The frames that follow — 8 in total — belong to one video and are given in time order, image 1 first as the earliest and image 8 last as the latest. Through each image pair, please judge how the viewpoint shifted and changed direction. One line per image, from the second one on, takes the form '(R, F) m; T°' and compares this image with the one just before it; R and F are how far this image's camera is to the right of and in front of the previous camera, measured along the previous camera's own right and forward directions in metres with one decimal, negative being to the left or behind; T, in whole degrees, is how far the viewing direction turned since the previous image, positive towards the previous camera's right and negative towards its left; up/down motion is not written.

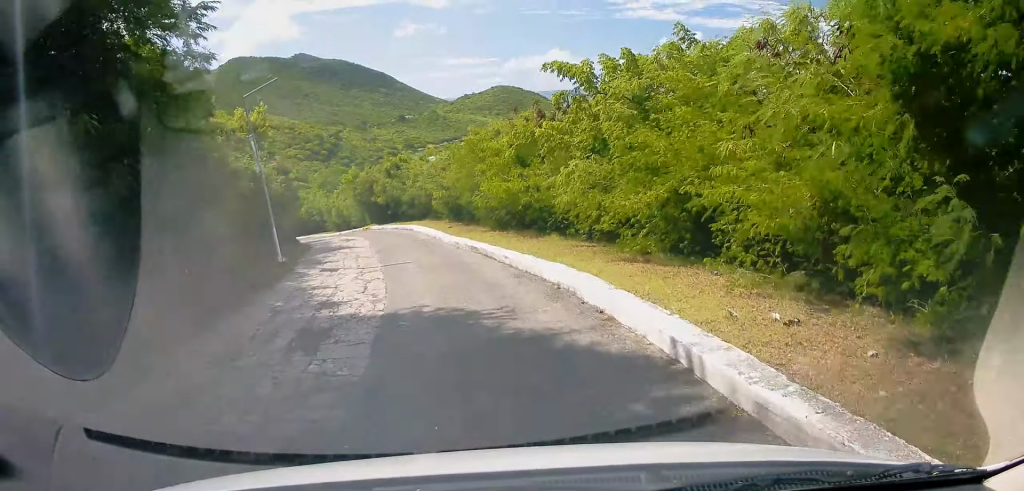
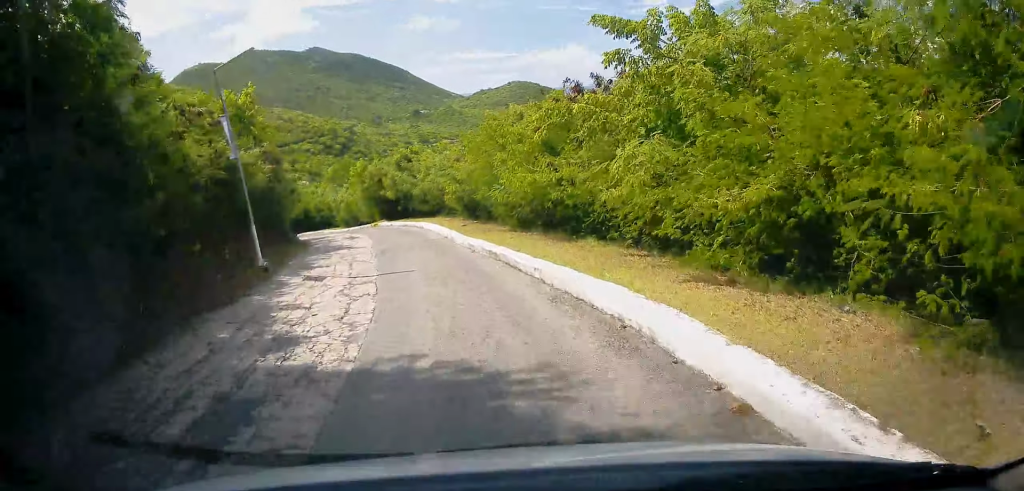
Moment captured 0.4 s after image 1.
(+0.3, +3.0) m; -2°
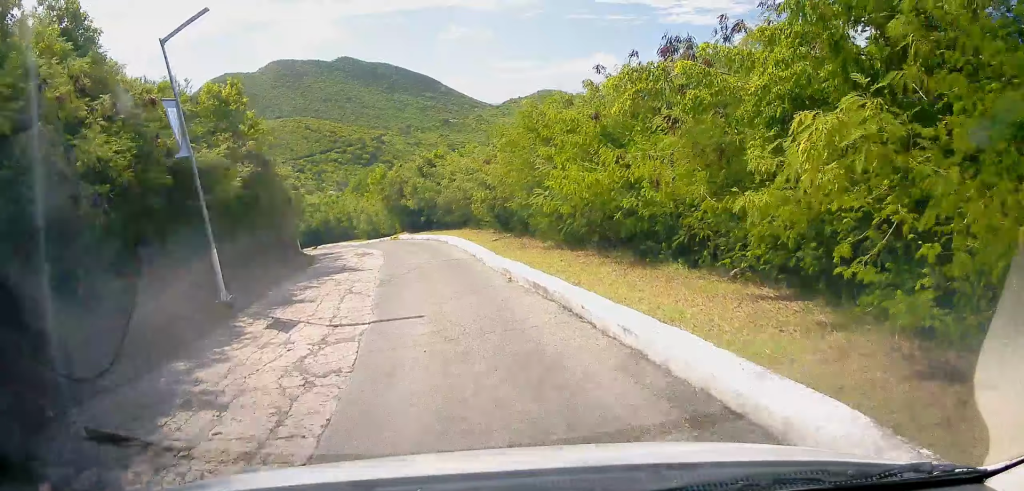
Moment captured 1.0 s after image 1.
(-0.2, +4.0) m; -3°
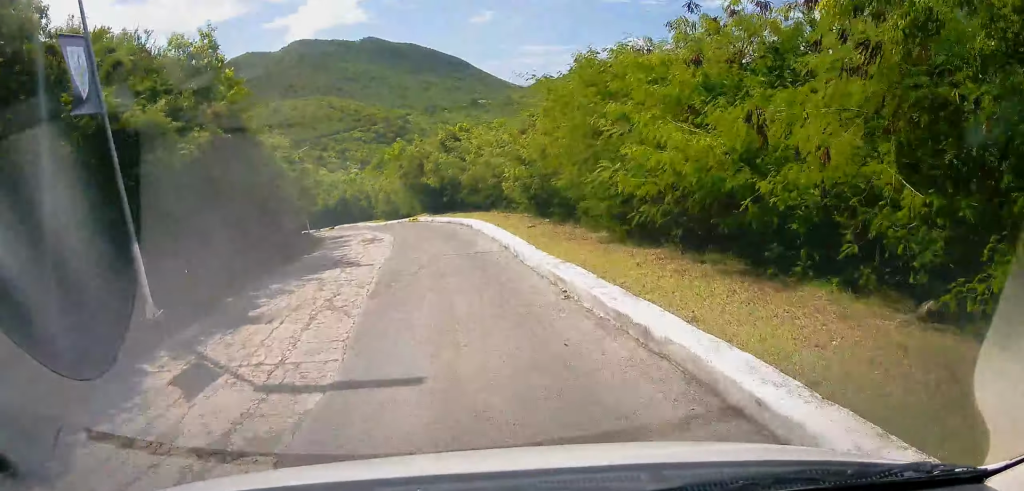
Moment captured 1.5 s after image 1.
(-0.3, +3.7) m; -3°
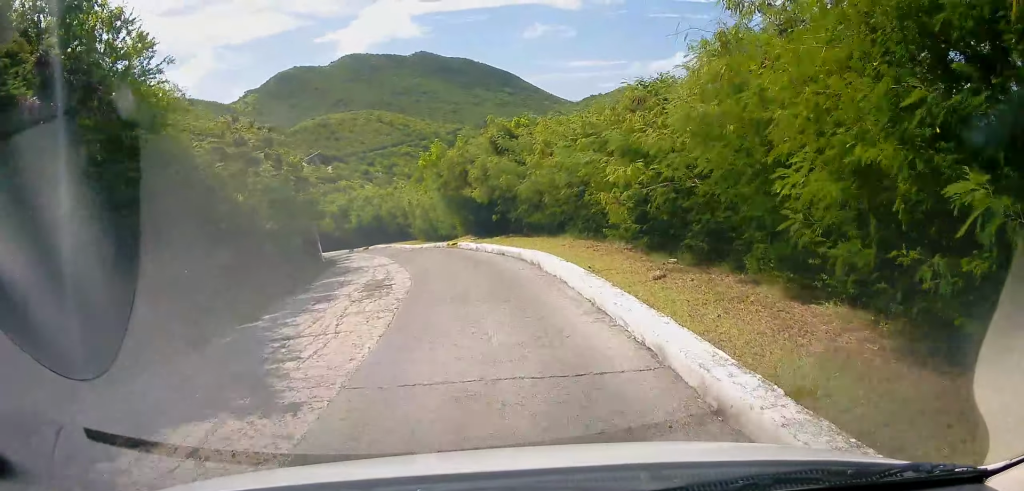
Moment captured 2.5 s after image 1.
(0.0, +7.7) m; -4°
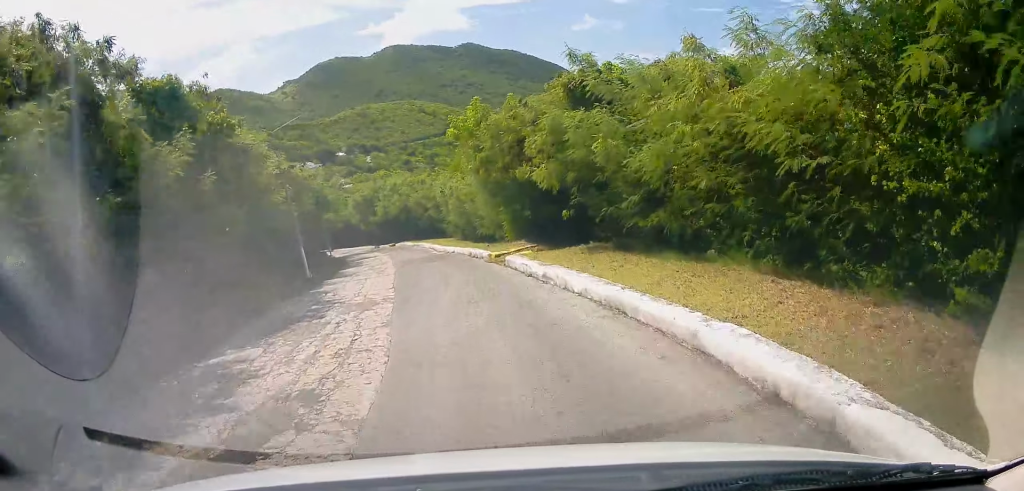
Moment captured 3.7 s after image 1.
(-0.7, +9.0) m; -5°
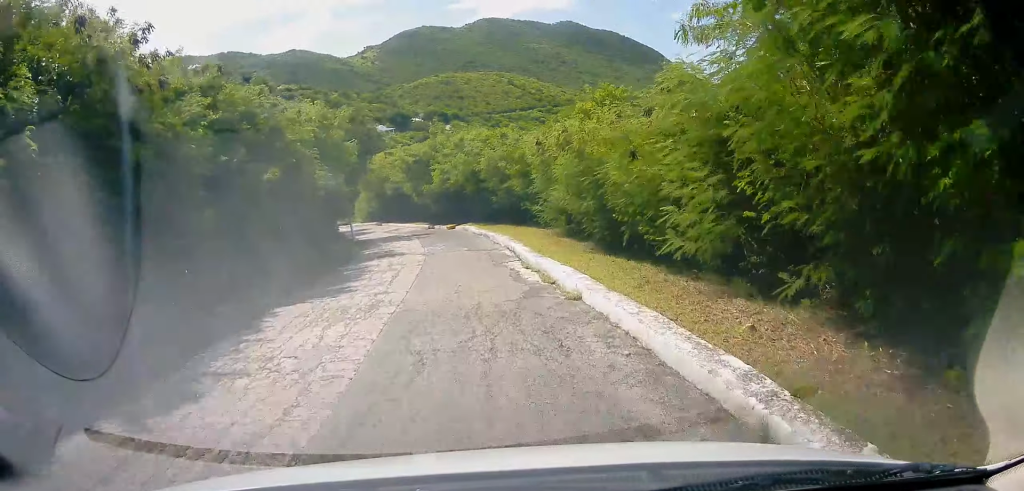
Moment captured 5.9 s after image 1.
(-0.2, +16.4) m; -3°
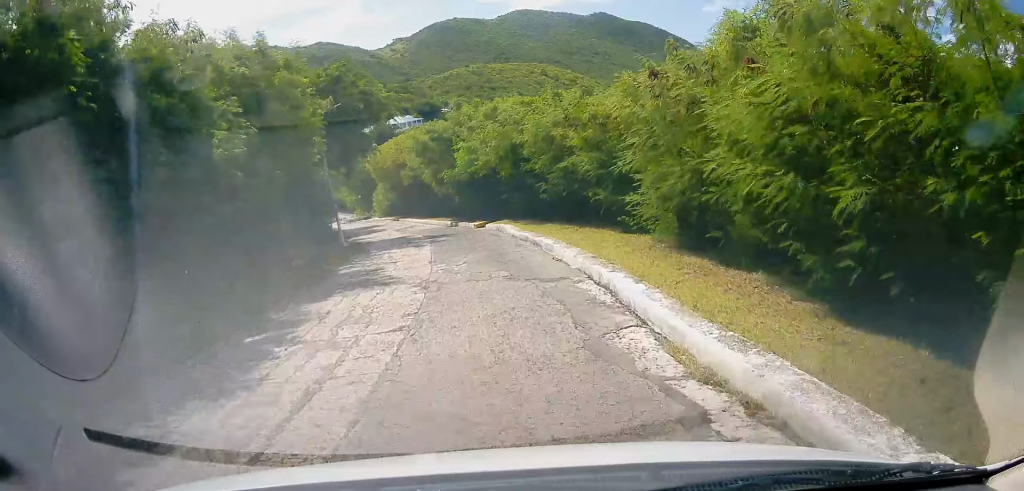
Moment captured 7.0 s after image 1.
(-0.3, +9.0) m; -5°
